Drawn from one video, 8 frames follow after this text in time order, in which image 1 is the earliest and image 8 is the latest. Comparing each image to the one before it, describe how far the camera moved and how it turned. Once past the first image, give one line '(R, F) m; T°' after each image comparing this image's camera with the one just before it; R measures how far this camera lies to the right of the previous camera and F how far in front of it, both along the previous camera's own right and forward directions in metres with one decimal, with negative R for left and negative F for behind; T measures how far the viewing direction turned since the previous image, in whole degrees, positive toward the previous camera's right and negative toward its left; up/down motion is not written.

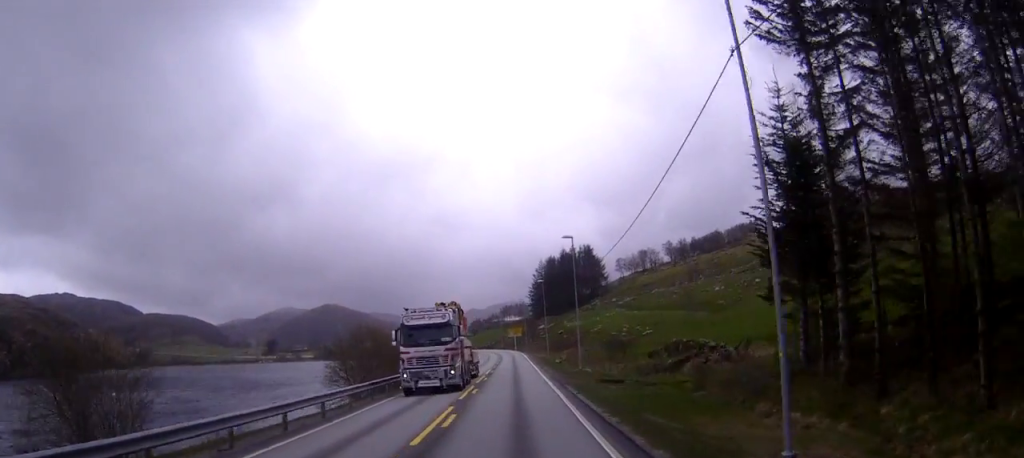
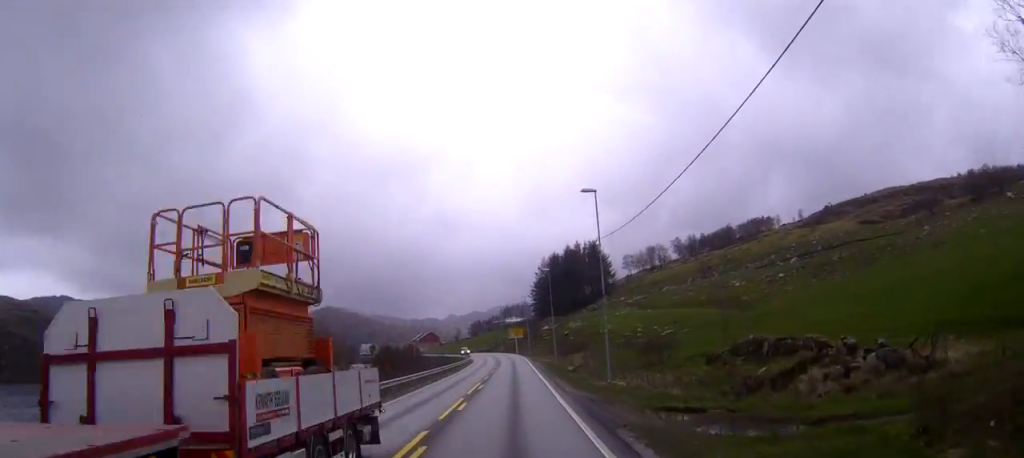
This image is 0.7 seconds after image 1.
(0.0, +17.7) m; 0°
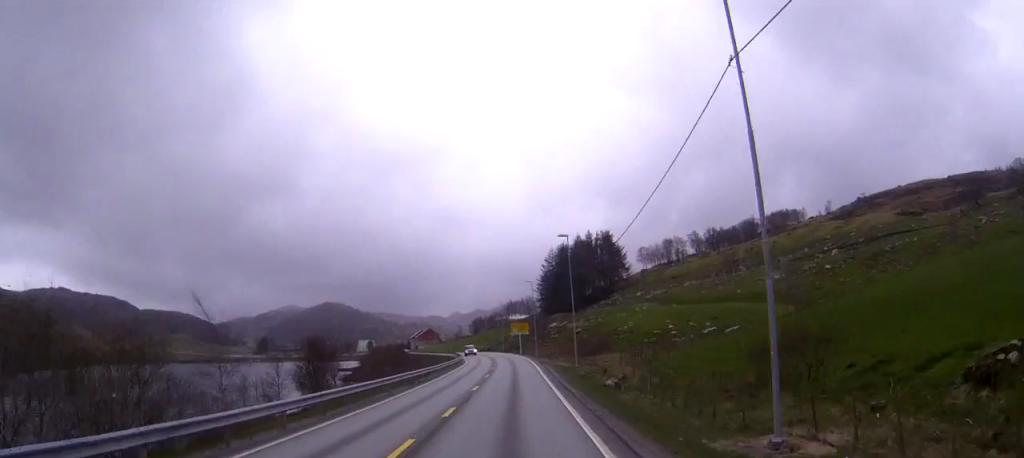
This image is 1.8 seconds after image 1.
(-0.1, +25.7) m; -1°
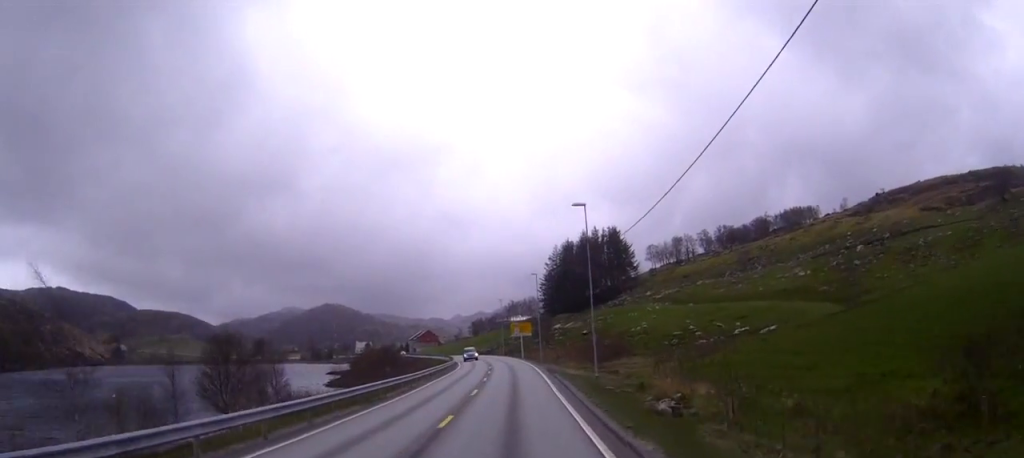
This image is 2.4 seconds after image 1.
(-0.1, +13.6) m; -1°
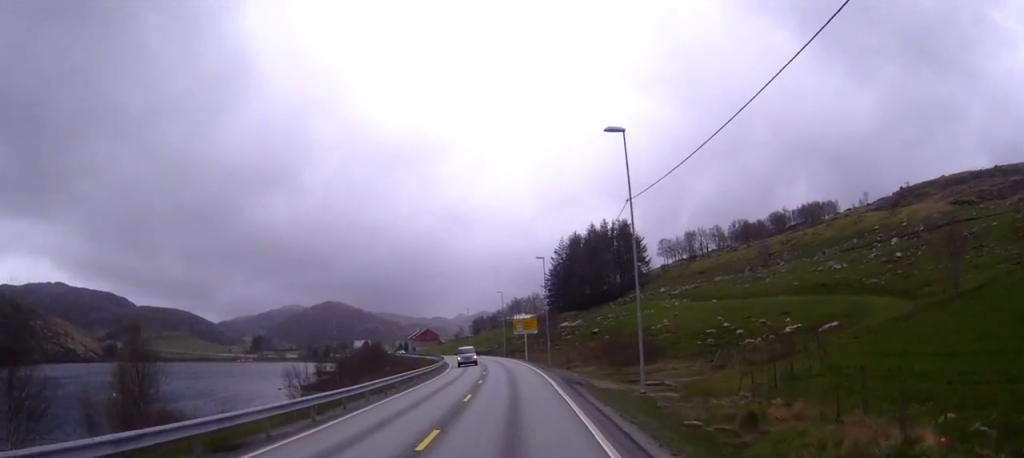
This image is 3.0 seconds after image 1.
(-0.1, +16.0) m; -1°
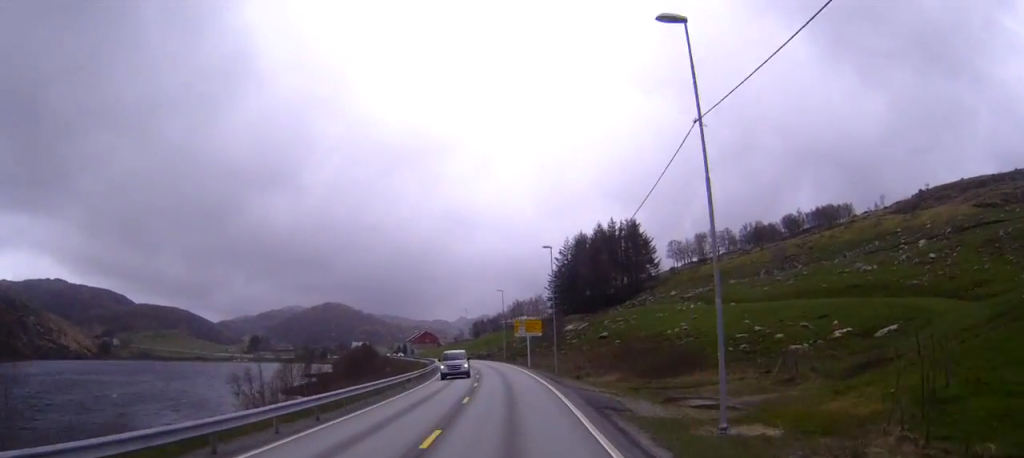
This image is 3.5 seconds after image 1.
(-0.1, +11.2) m; -1°
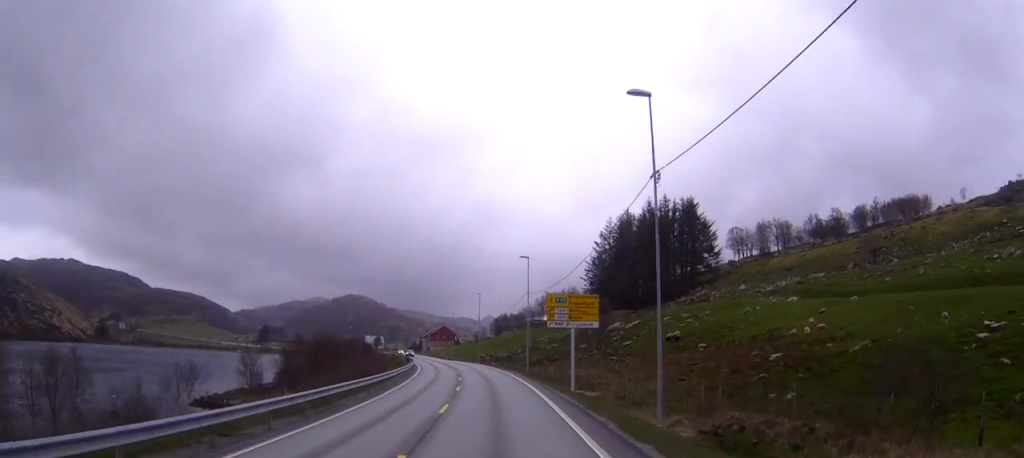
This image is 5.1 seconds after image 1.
(-0.7, +39.4) m; -3°
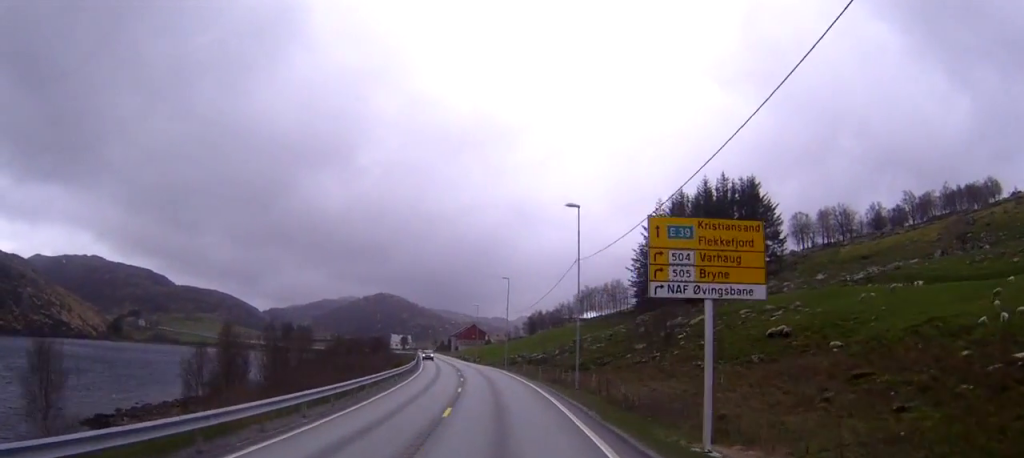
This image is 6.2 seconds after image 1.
(-0.4, +25.0) m; -2°
